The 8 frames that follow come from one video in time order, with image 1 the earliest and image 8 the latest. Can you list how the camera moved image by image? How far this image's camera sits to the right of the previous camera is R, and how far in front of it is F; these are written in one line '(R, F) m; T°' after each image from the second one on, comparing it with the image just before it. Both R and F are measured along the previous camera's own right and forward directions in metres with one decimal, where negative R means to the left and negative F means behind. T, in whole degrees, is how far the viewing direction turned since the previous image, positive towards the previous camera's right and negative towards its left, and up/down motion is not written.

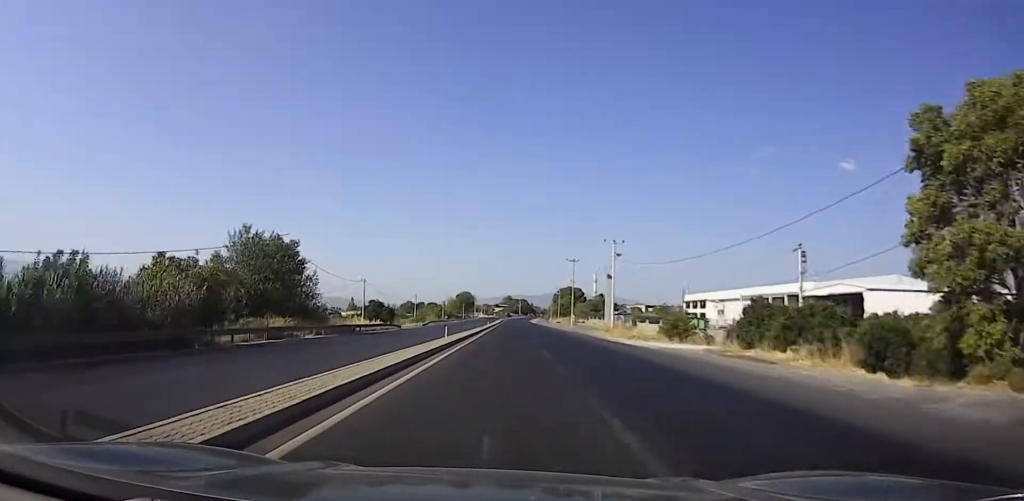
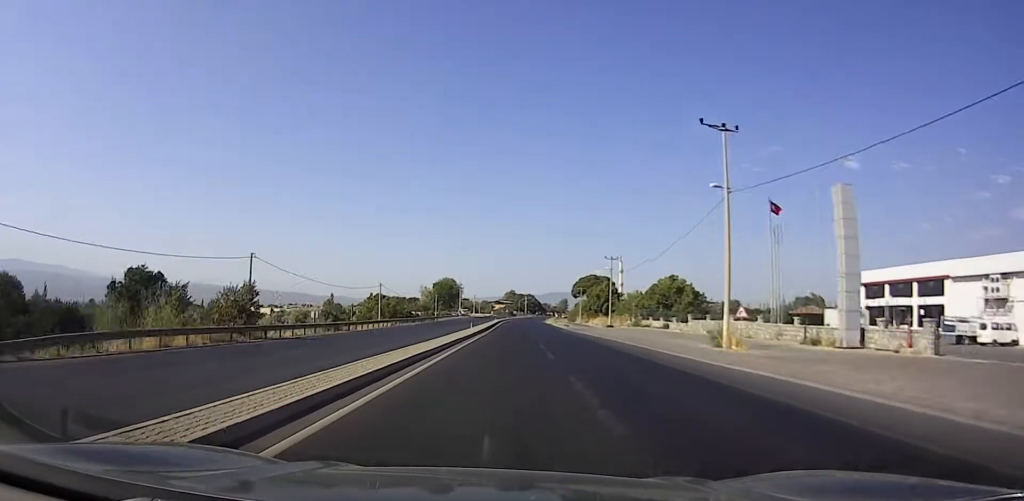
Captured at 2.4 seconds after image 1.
(-0.2, +79.4) m; 0°
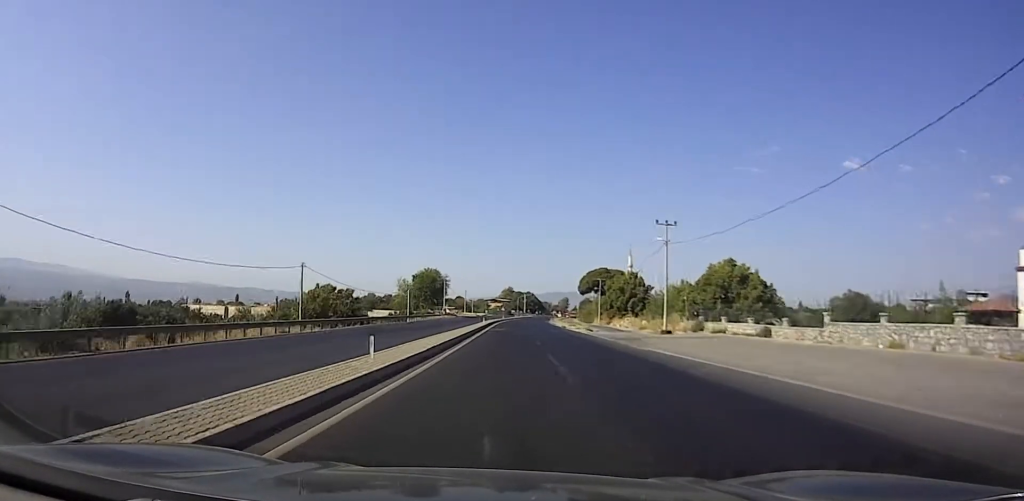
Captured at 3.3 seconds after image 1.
(-0.7, +29.9) m; 0°
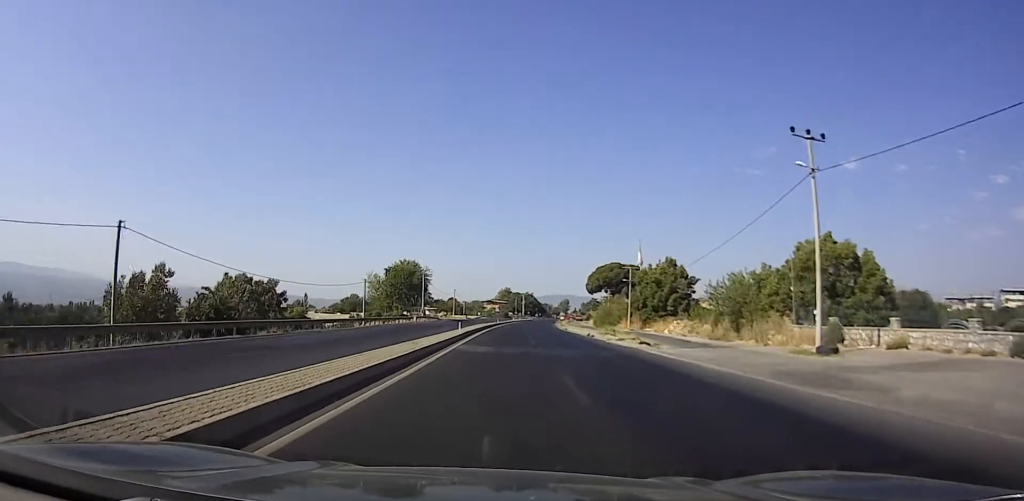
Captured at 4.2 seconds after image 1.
(+0.5, +26.2) m; 0°
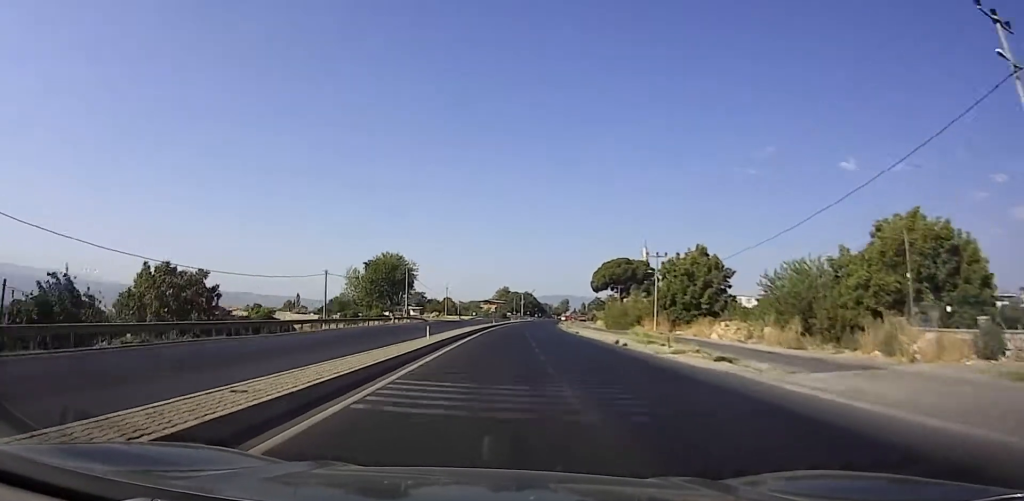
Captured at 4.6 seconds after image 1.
(+0.2, +13.5) m; 0°
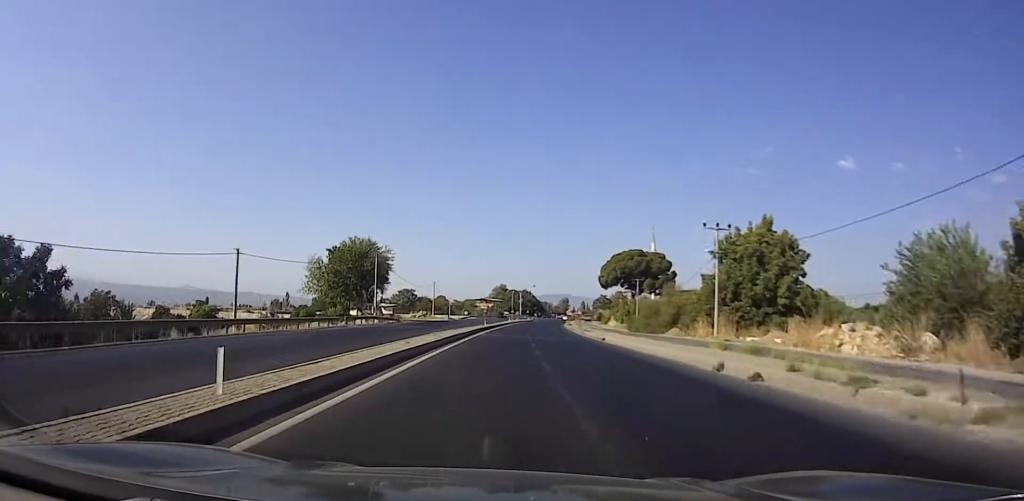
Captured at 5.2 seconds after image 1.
(-0.5, +17.4) m; 0°
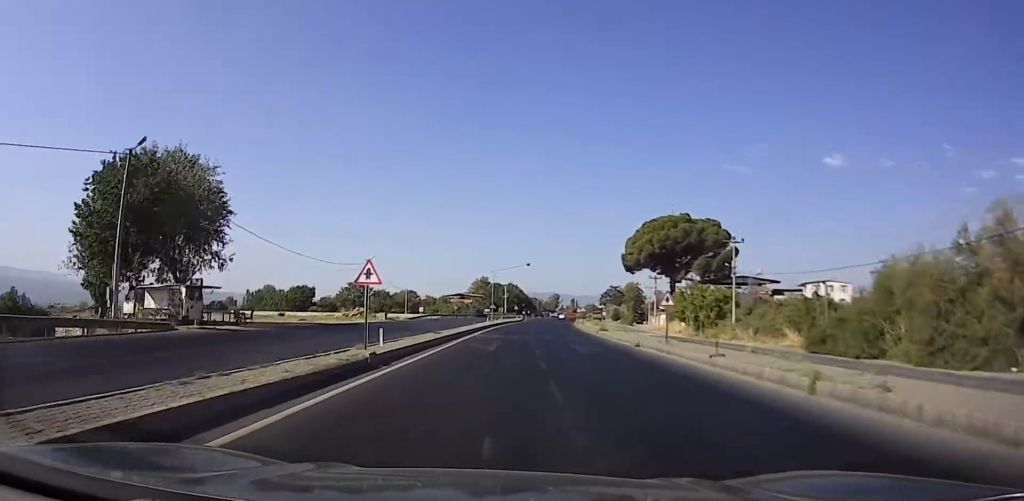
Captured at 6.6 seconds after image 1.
(+0.8, +44.3) m; +2°
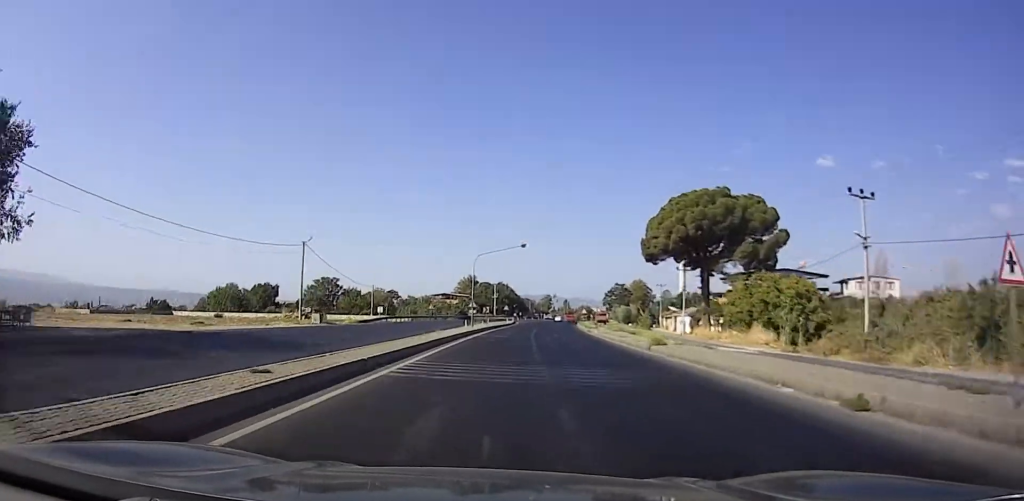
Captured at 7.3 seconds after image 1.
(0.0, +20.1) m; 0°
